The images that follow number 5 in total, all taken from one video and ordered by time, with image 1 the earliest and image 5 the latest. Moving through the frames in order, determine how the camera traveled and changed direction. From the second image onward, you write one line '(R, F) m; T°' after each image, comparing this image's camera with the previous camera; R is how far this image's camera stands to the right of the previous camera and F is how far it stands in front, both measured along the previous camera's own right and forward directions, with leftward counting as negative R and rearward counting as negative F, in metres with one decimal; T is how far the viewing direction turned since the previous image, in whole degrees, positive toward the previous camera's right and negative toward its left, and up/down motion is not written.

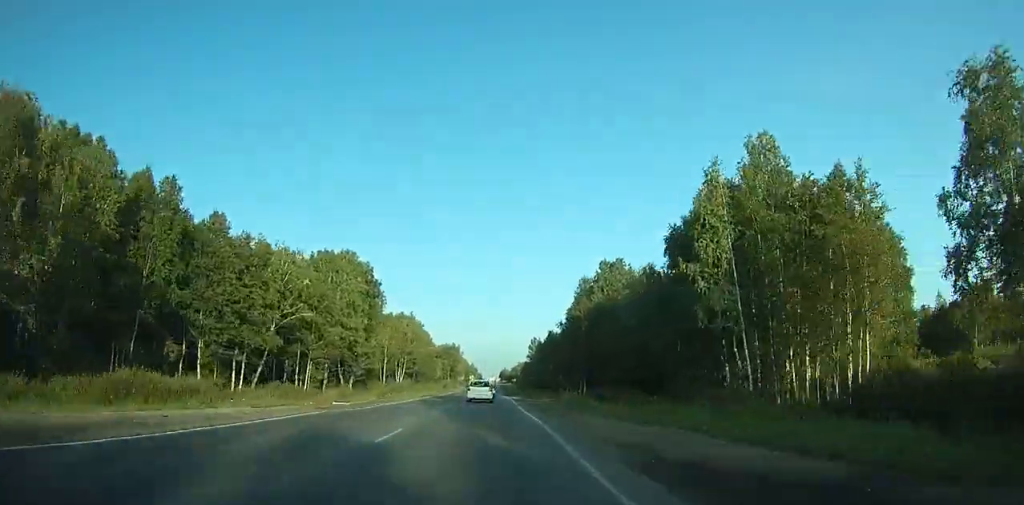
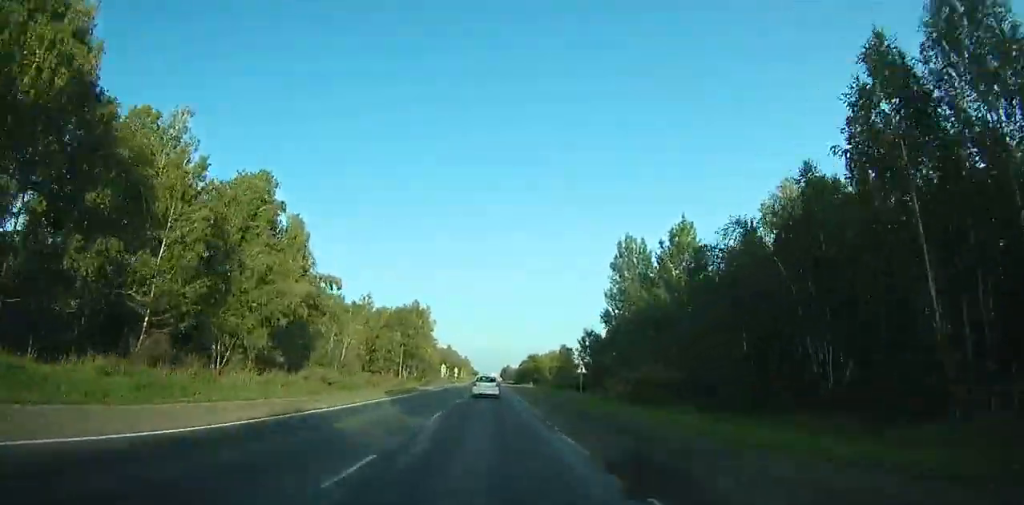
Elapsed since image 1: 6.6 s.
(+18.2, +130.9) m; +8°
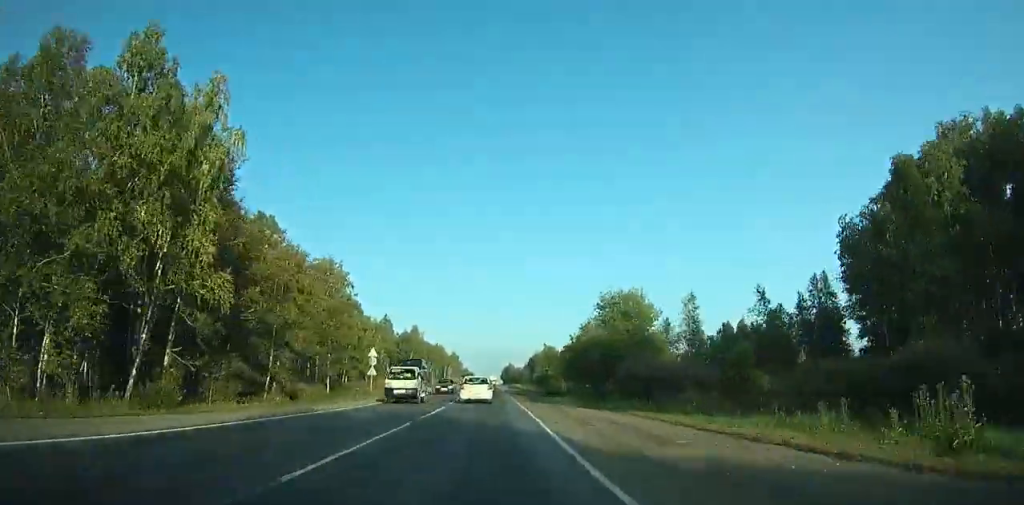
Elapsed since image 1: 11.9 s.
(-7.5, +110.3) m; -5°
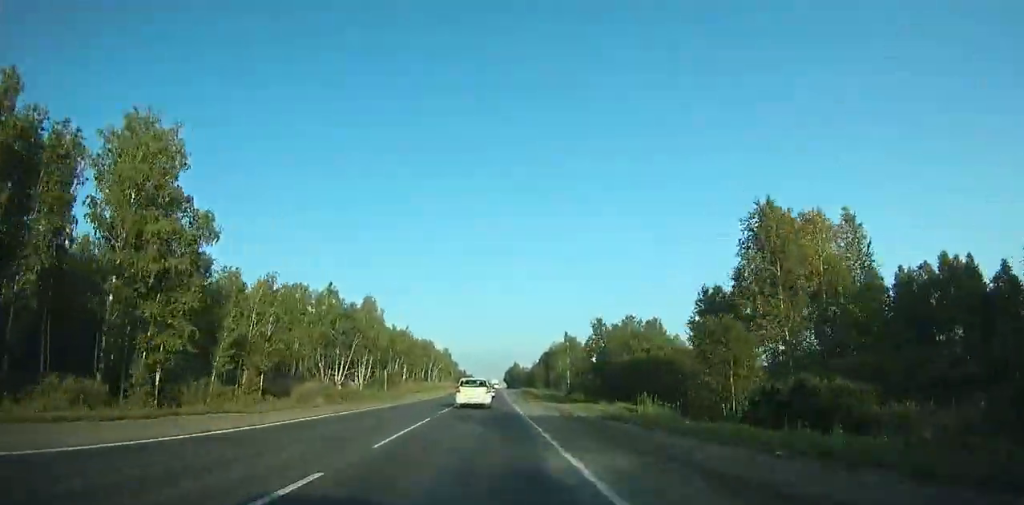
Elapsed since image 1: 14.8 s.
(0.0, +59.5) m; 0°
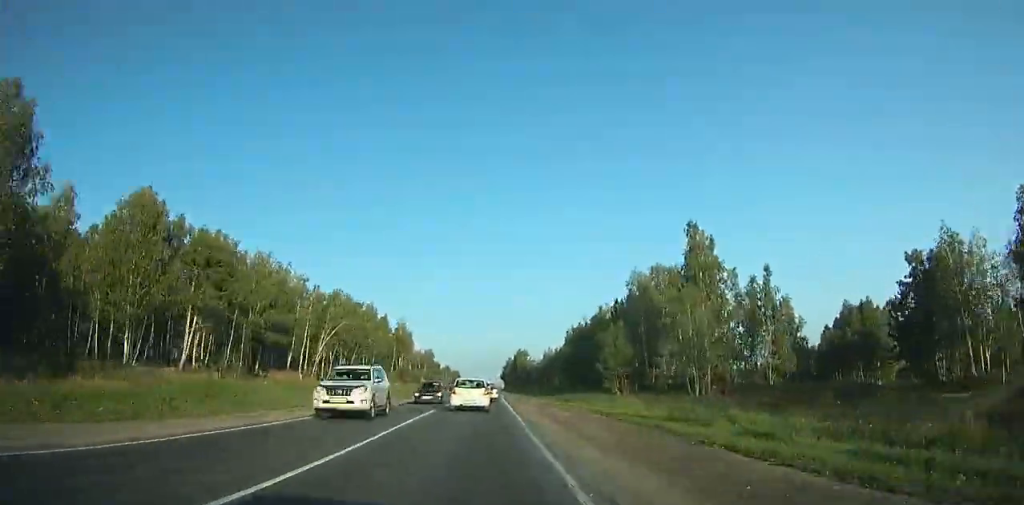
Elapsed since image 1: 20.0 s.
(-1.3, +106.0) m; -1°
